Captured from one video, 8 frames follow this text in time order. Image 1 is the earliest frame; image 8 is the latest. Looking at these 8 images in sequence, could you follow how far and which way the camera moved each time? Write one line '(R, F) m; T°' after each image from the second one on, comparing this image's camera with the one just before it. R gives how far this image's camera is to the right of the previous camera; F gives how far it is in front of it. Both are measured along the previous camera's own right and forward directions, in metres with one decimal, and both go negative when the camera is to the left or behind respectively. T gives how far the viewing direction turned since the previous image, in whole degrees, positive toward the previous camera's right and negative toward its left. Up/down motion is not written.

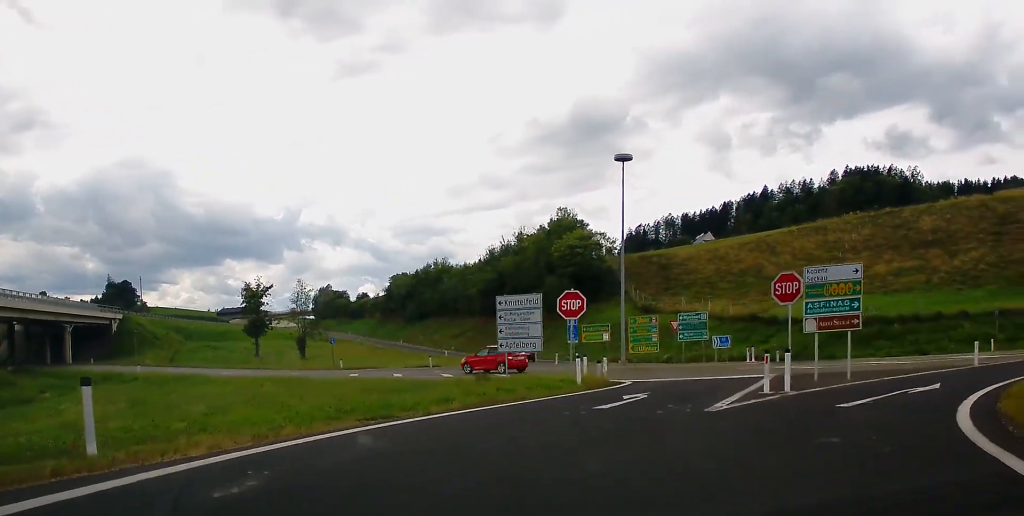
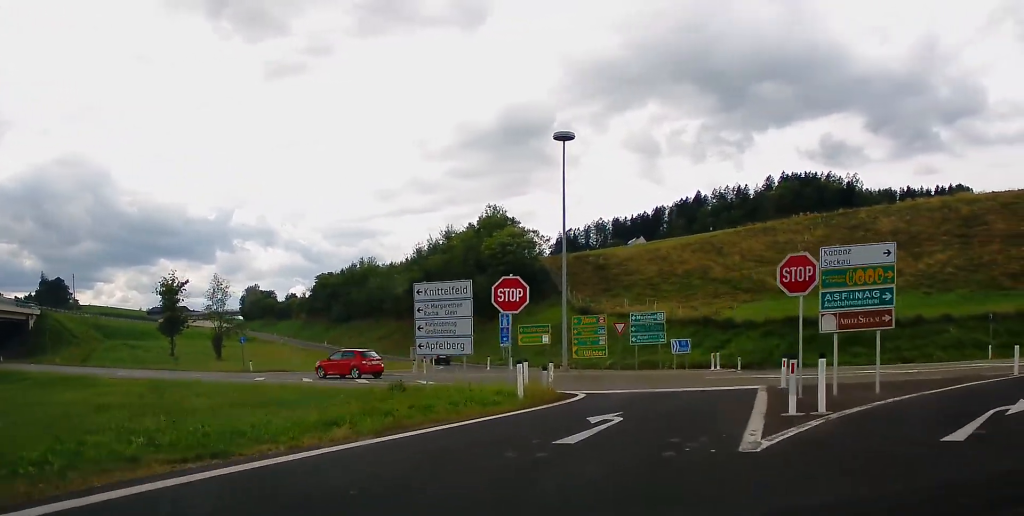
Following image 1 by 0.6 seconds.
(+0.3, +5.4) m; +3°
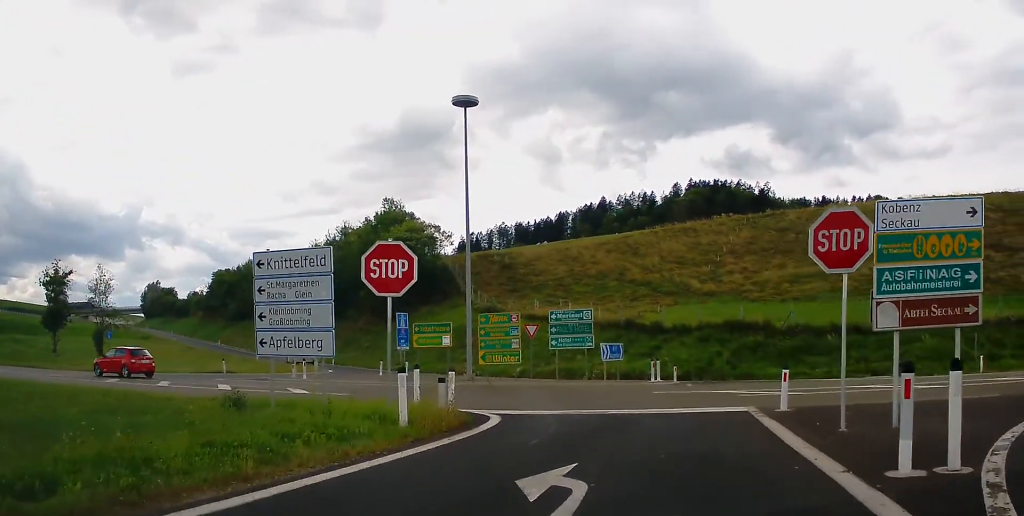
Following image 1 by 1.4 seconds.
(+0.2, +6.1) m; +3°
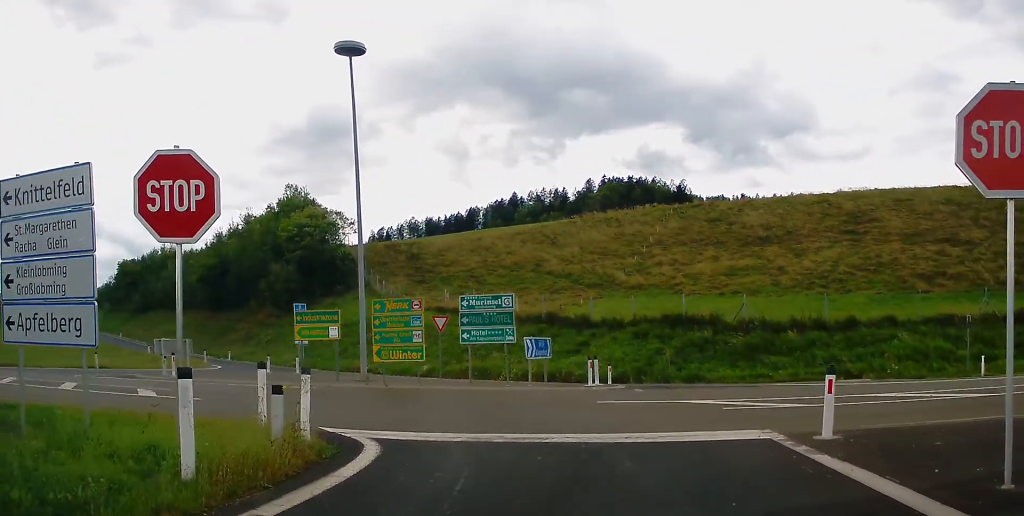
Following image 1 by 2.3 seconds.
(+0.1, +5.2) m; +5°
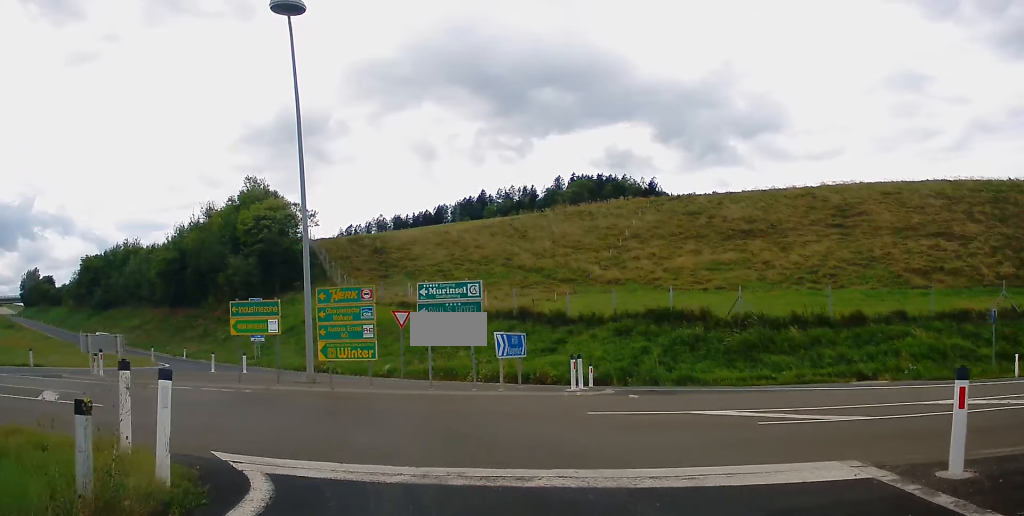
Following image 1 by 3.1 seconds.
(+0.1, +3.3) m; +6°
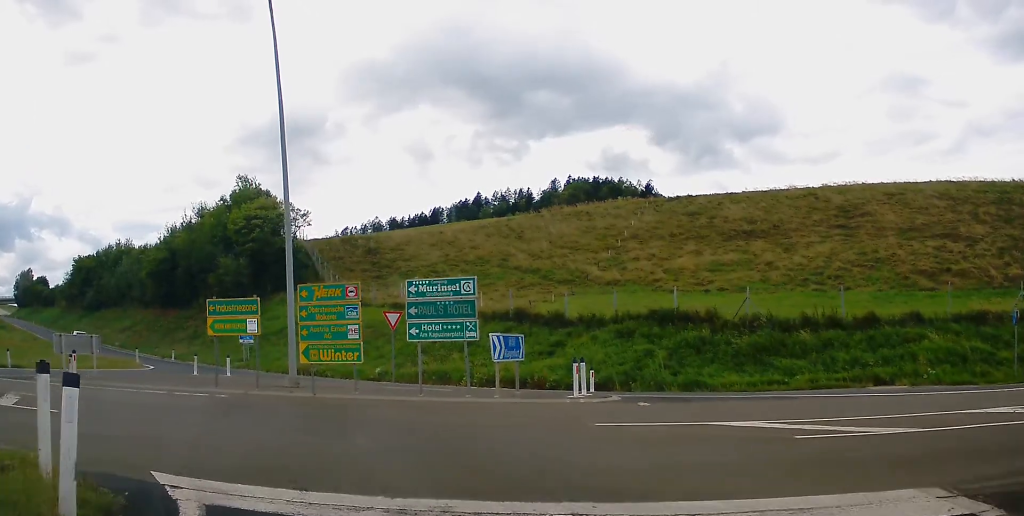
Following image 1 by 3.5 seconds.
(+0.2, +1.3) m; +4°
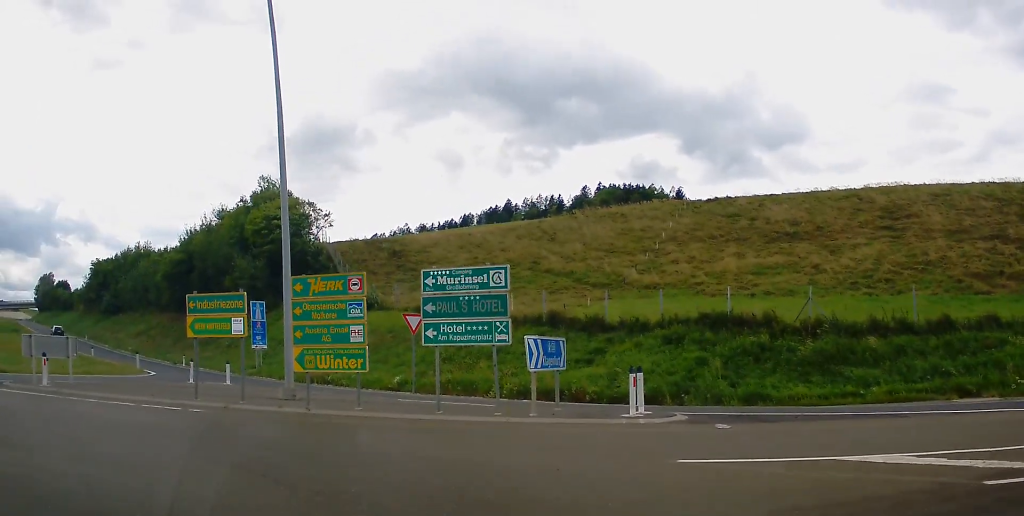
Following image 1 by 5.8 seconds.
(0.0, +4.0) m; -17°
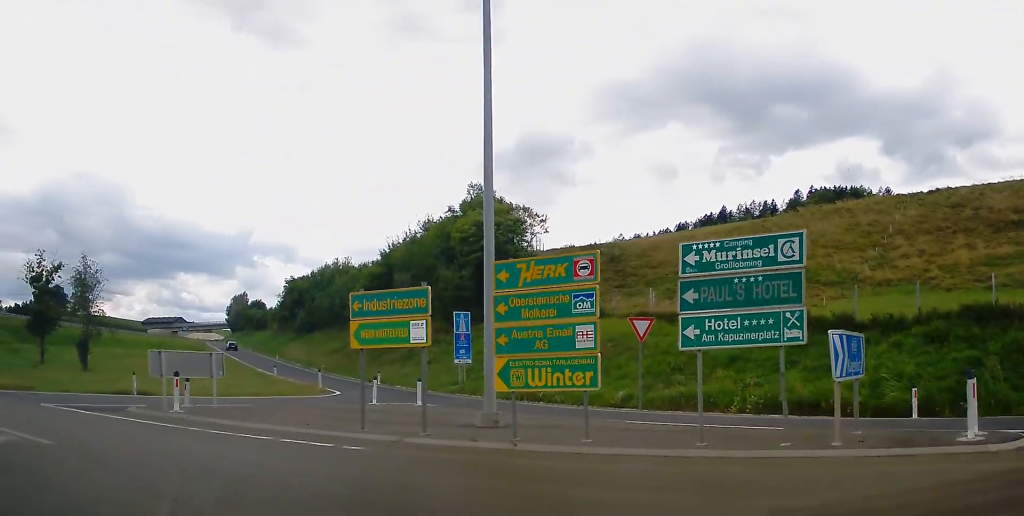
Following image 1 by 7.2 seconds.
(-1.4, +5.7) m; -27°
